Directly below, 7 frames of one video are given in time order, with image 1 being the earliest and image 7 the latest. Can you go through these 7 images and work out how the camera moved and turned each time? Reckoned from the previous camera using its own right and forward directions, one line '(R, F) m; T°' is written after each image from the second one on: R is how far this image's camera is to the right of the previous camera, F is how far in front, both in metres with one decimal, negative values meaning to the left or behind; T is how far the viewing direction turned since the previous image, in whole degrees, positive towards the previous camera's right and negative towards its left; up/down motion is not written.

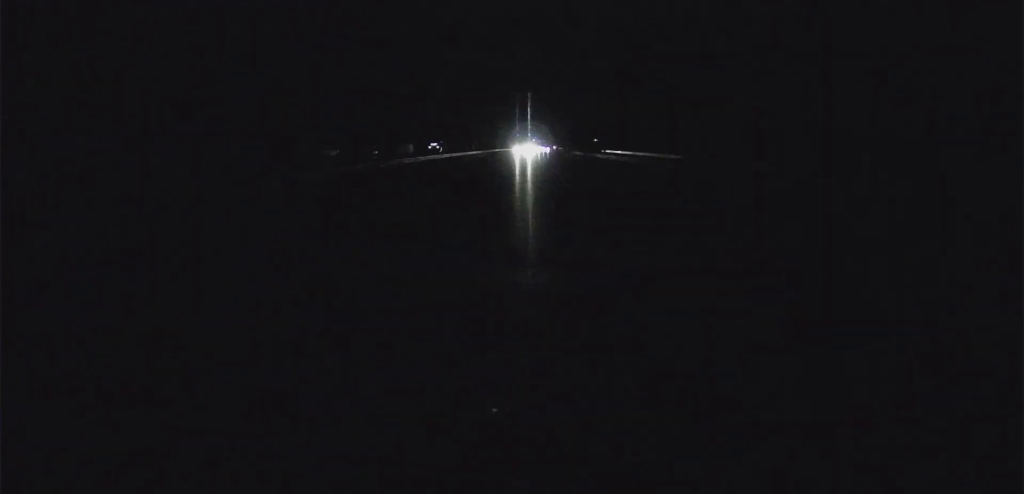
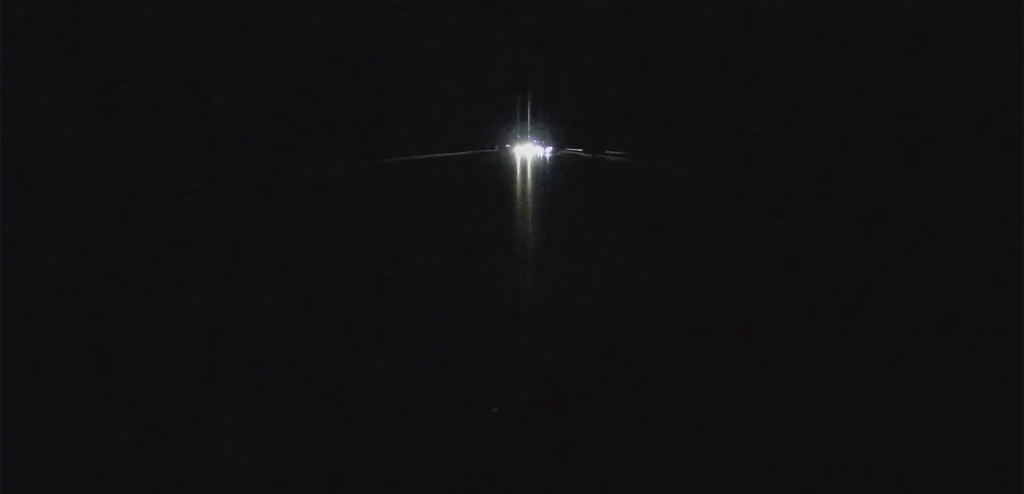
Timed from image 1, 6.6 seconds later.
(-7.1, +254.9) m; -4°
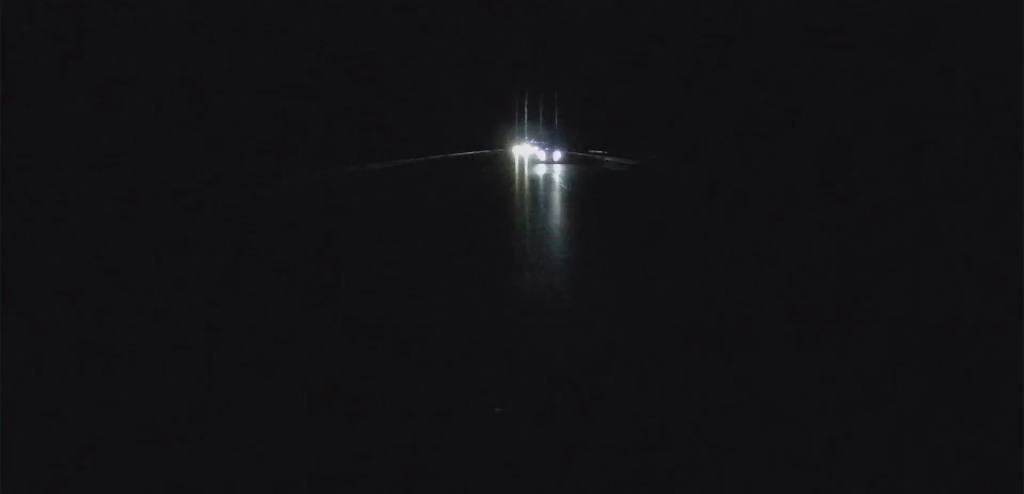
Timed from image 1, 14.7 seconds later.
(-12.3, +277.0) m; -5°
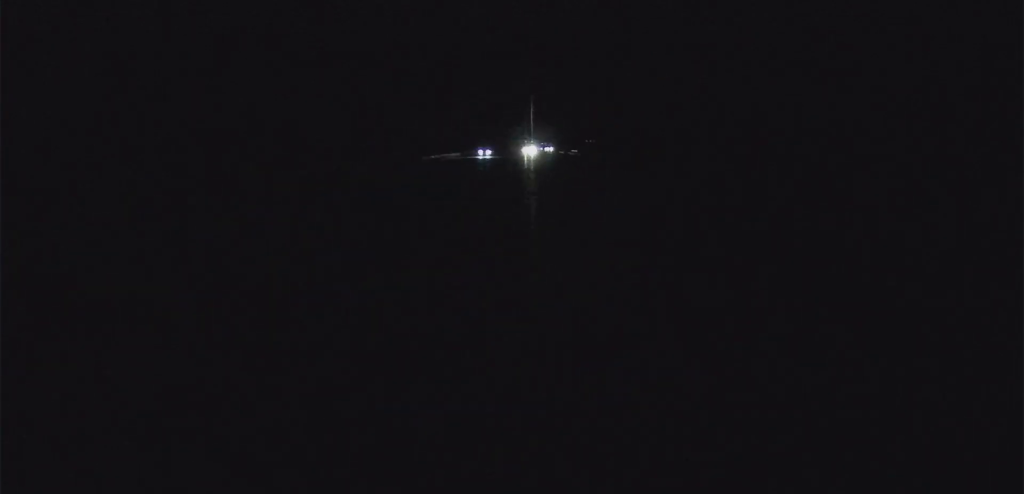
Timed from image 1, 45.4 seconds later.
(-138.0, +831.0) m; -17°
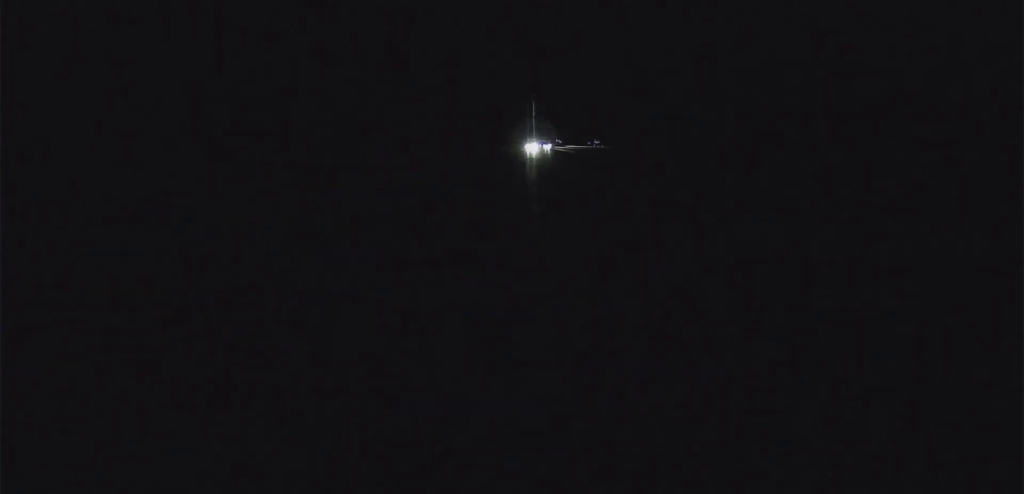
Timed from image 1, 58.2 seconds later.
(-18.9, +335.6) m; -7°
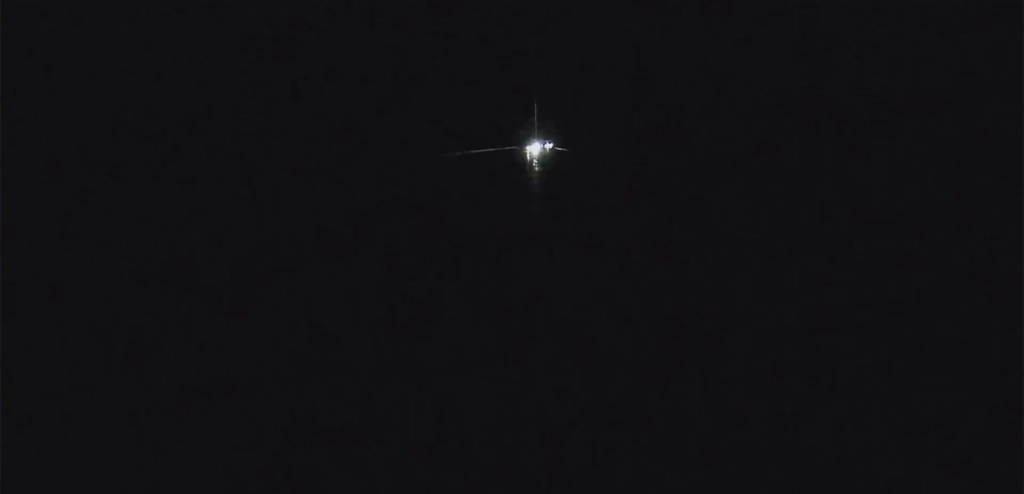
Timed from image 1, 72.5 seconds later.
(-23.4, +386.4) m; -7°
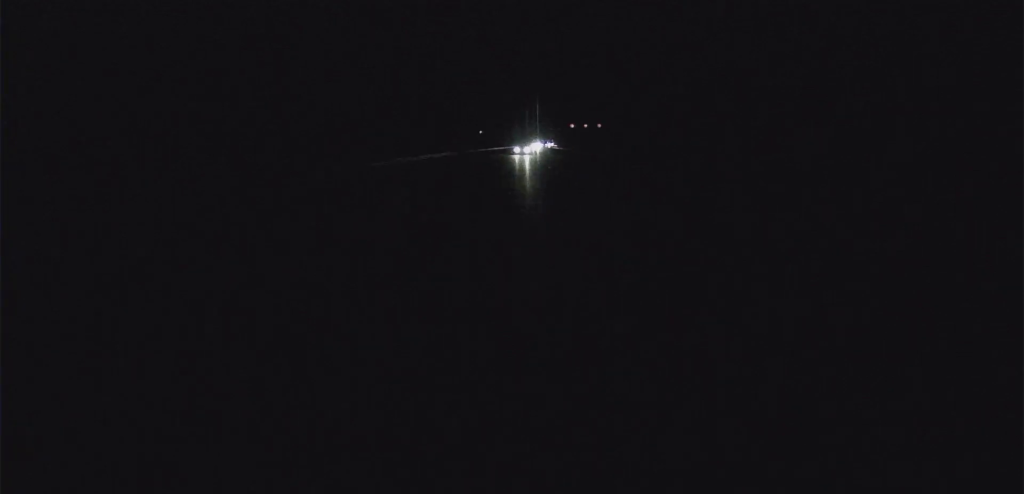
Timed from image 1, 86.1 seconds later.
(-22.2, +372.8) m; -7°
